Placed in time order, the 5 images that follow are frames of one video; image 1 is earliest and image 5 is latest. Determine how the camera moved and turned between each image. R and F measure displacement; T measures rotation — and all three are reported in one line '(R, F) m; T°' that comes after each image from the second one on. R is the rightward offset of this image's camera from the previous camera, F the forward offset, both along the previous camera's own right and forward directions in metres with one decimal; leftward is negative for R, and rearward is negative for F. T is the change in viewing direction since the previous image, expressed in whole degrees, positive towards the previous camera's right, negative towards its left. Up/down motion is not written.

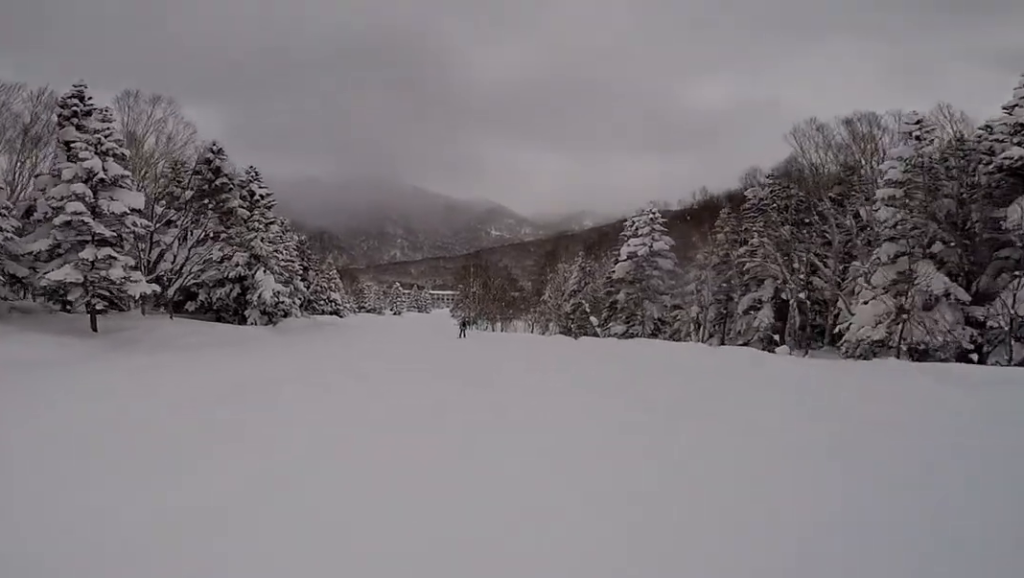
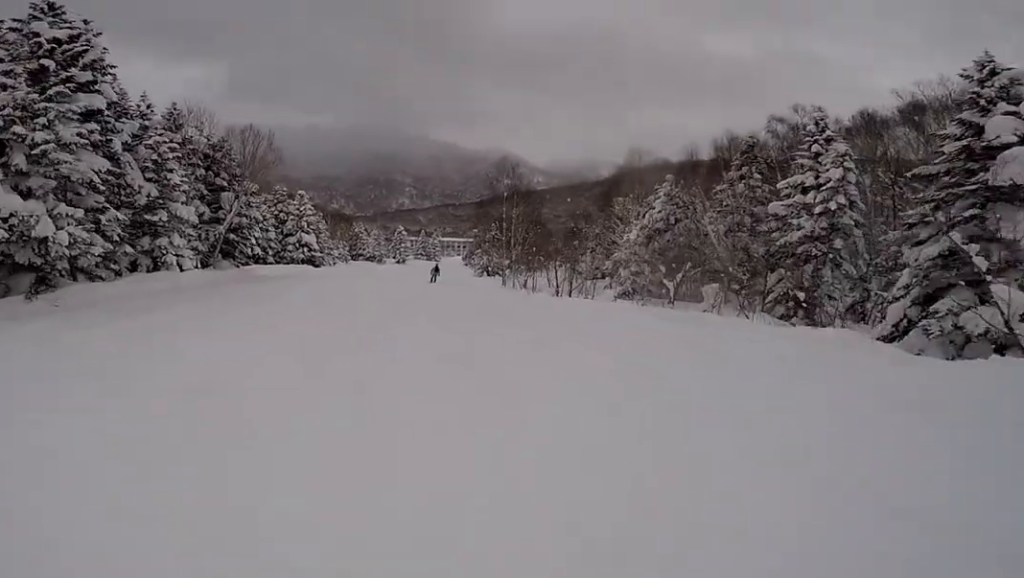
(-0.1, +20.1) m; +9°
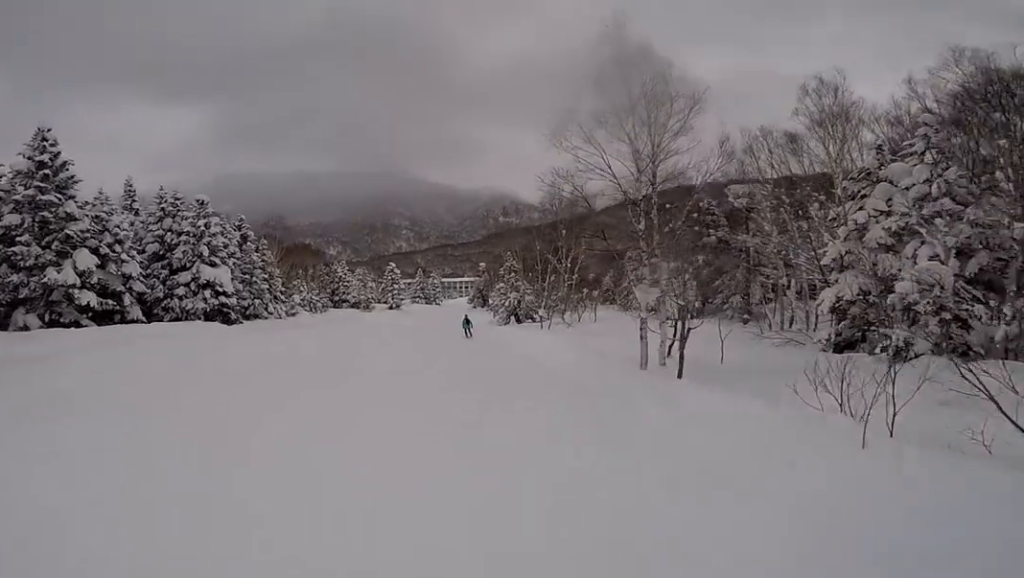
(-2.6, +23.5) m; -12°
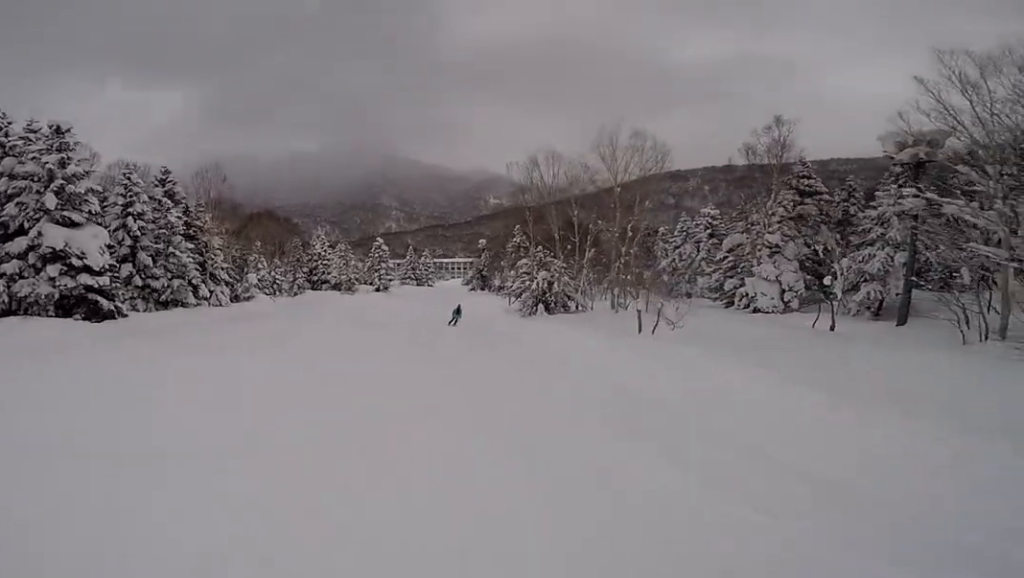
(+1.2, +13.4) m; +5°
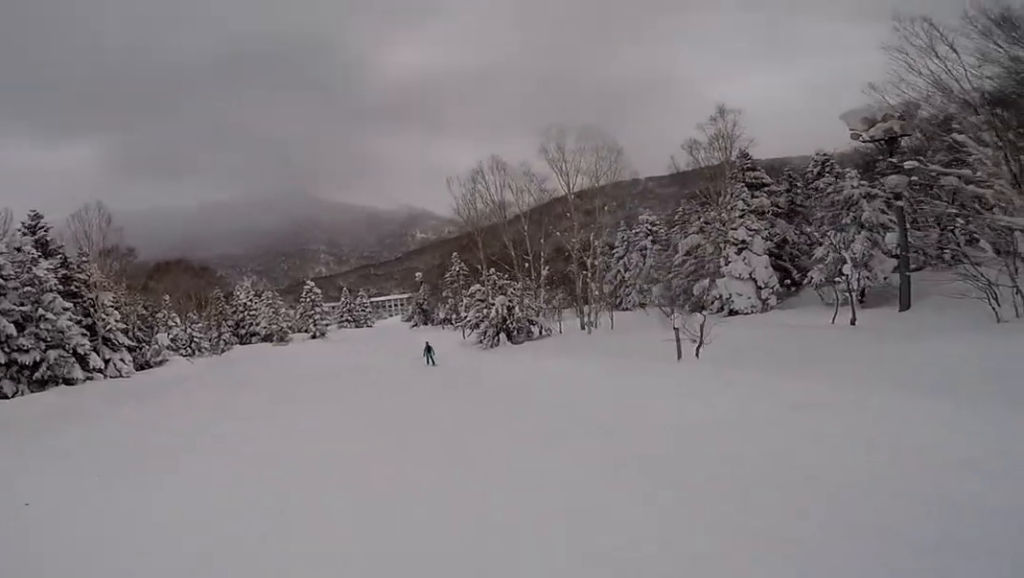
(+0.1, +5.6) m; +1°
